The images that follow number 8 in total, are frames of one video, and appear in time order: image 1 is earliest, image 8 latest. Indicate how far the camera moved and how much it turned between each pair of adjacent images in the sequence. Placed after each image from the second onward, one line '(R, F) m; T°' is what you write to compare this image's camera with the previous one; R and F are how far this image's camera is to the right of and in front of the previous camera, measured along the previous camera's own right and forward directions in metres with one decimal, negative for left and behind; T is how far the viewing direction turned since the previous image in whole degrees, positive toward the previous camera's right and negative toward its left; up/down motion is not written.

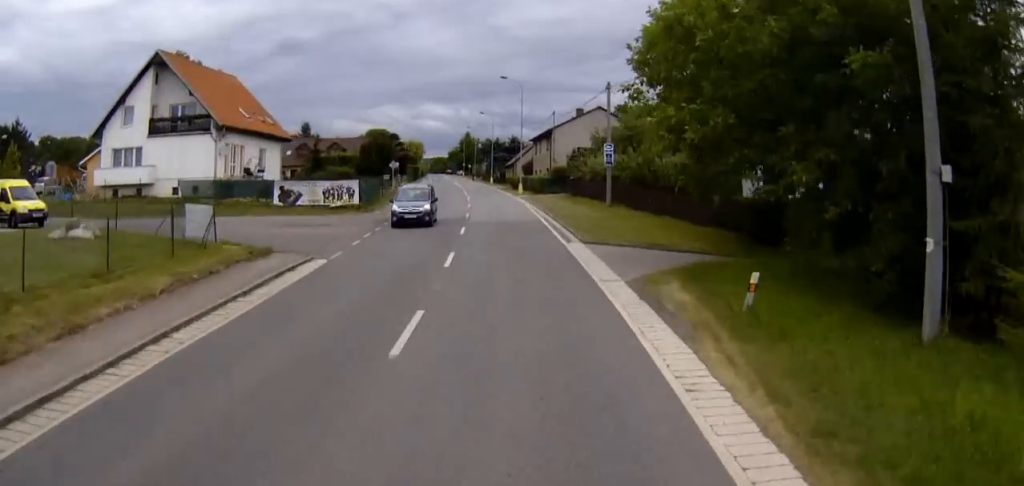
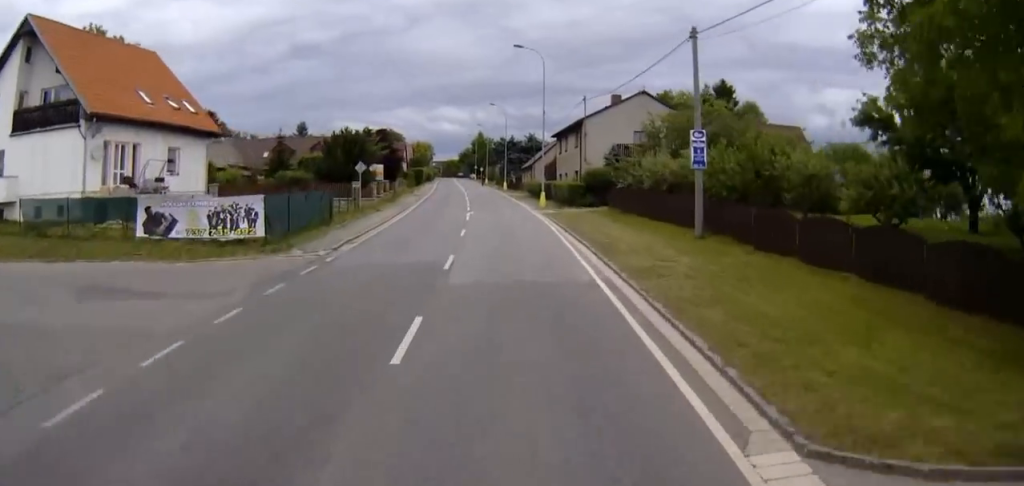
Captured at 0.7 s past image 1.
(-0.1, +17.8) m; -1°
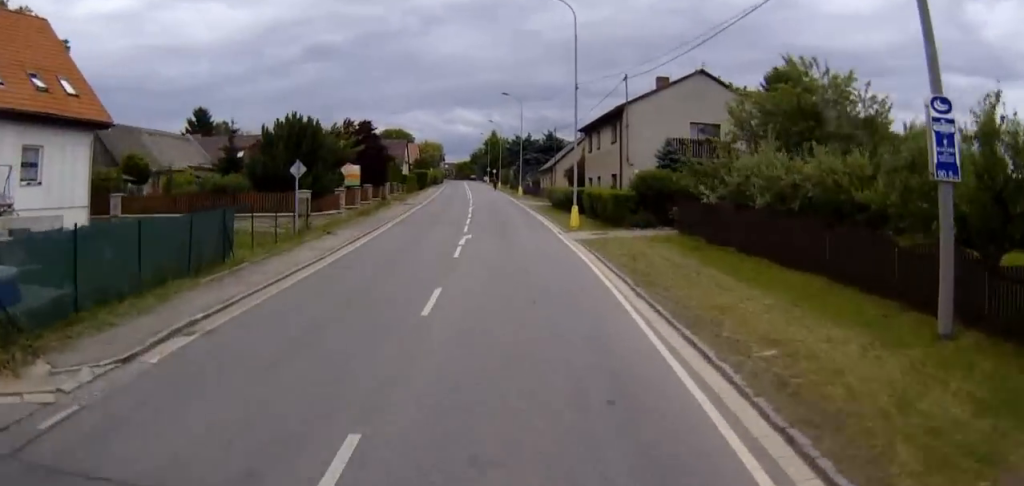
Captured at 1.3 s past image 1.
(+0.1, +14.3) m; -1°
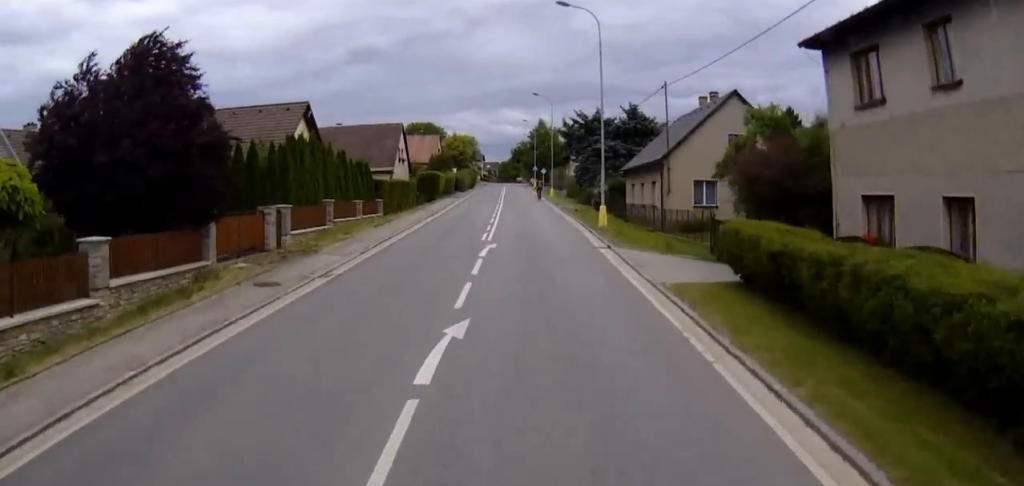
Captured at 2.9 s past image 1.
(-1.8, +37.6) m; -5°
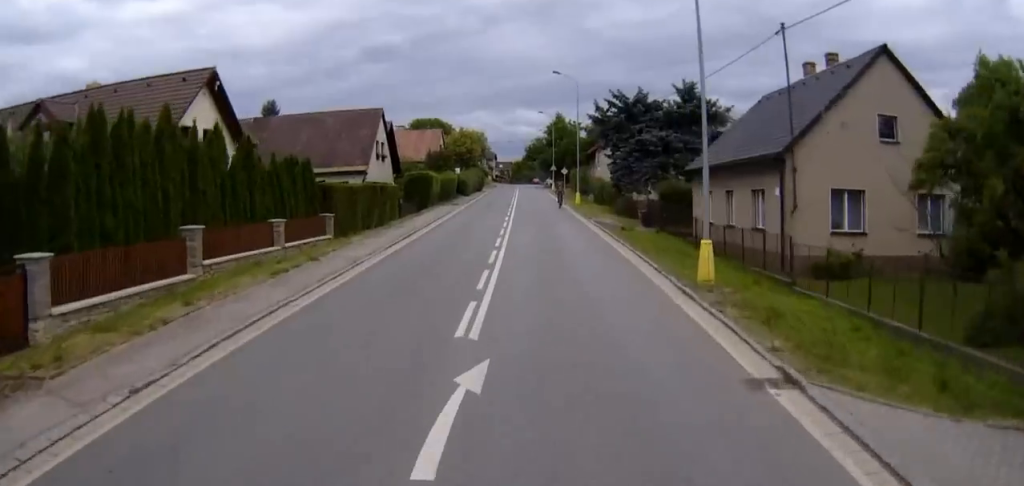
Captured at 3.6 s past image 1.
(-0.5, +15.5) m; -1°
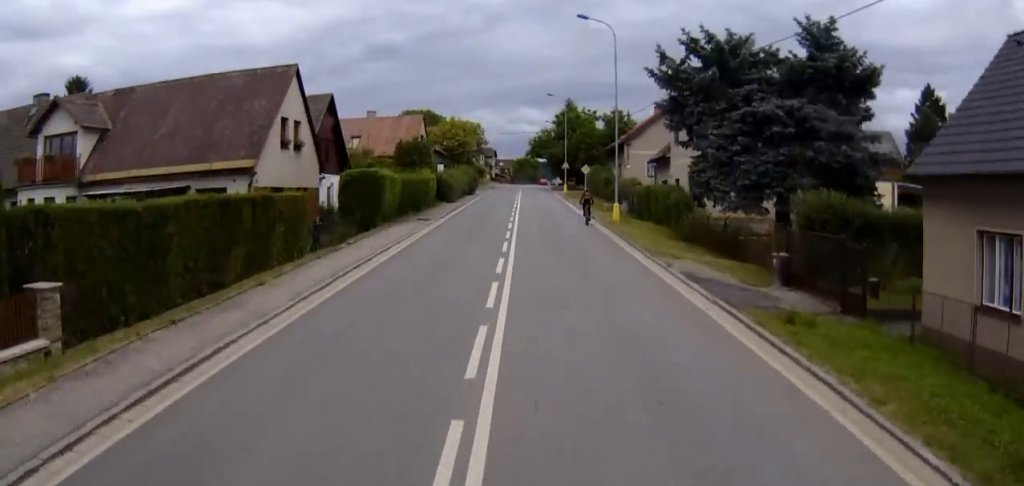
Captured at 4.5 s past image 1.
(+0.3, +20.0) m; +1°
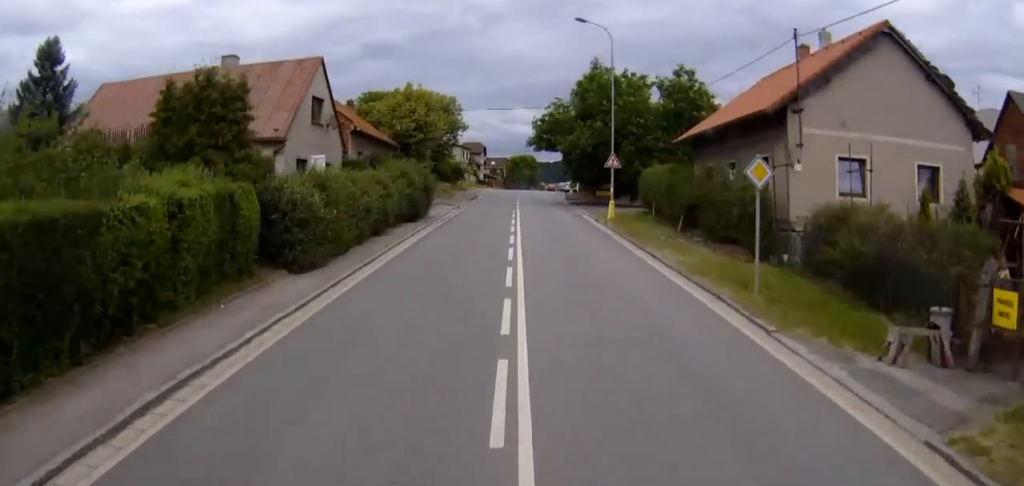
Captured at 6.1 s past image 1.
(-0.2, +37.6) m; 0°
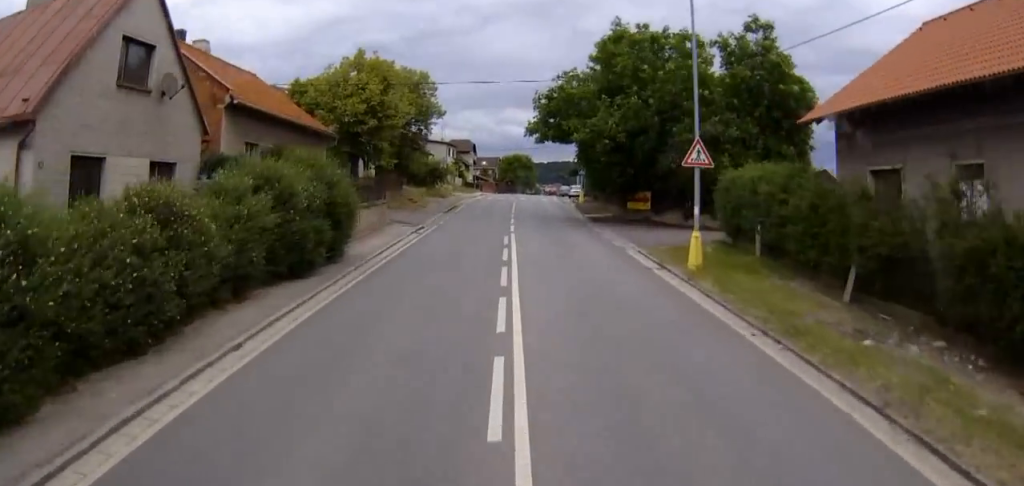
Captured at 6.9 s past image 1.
(0.0, +17.7) m; 0°
